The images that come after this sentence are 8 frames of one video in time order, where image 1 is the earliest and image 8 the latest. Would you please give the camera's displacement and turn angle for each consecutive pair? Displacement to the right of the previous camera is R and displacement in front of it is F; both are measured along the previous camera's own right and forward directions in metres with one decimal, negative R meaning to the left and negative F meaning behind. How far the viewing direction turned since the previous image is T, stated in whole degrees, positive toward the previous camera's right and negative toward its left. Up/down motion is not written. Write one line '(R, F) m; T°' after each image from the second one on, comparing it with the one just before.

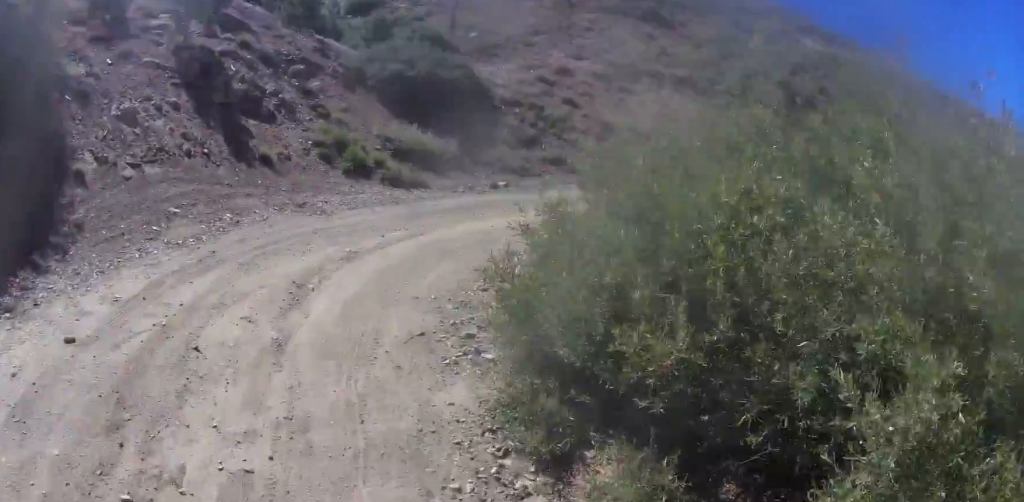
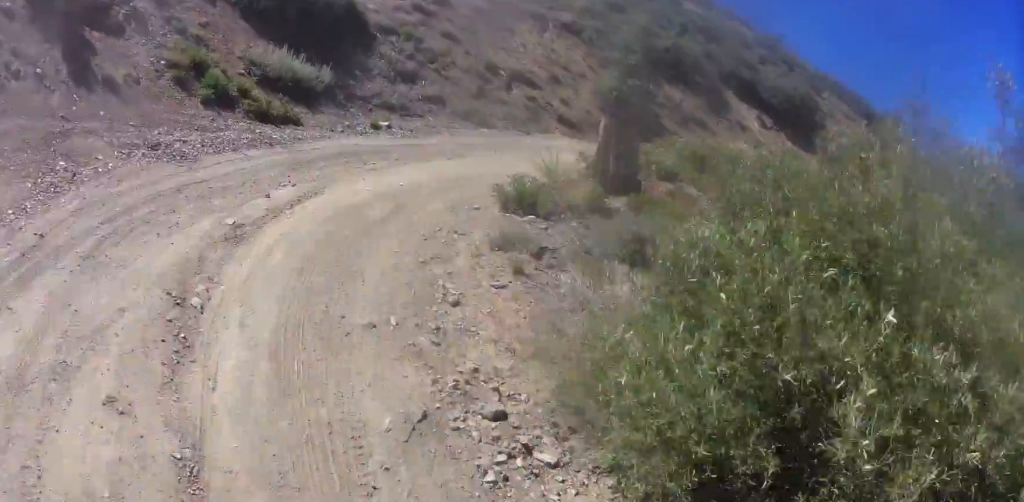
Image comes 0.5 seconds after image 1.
(-0.6, +2.1) m; +11°
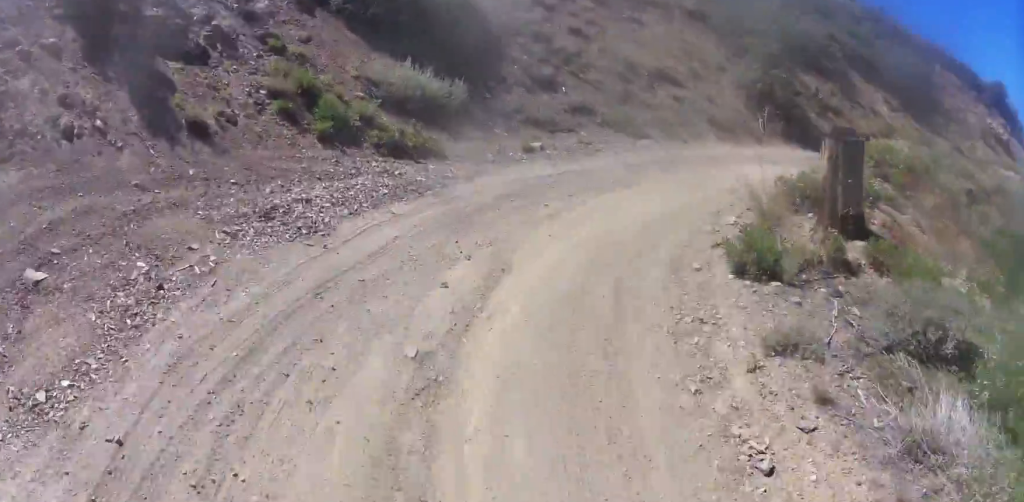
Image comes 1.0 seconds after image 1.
(+0.8, +2.1) m; +21°
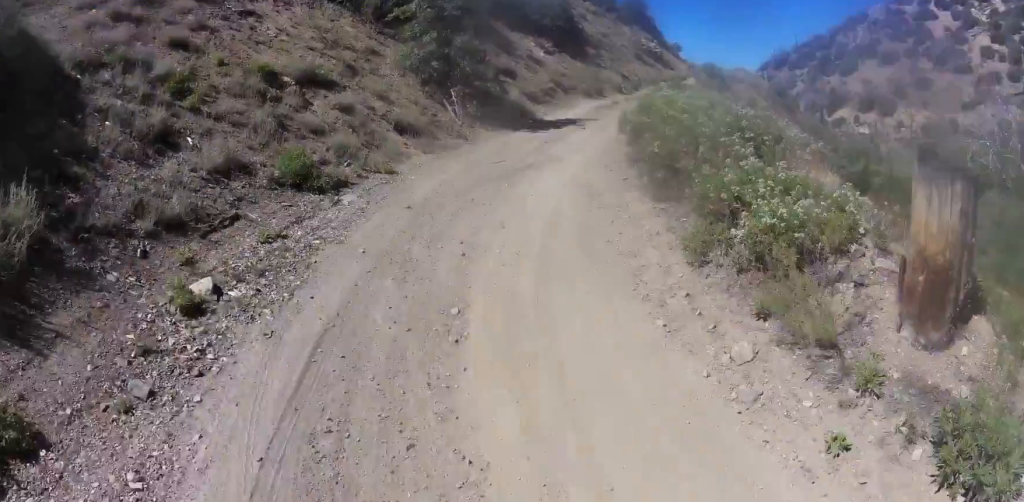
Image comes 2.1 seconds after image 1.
(+2.6, +4.8) m; +42°
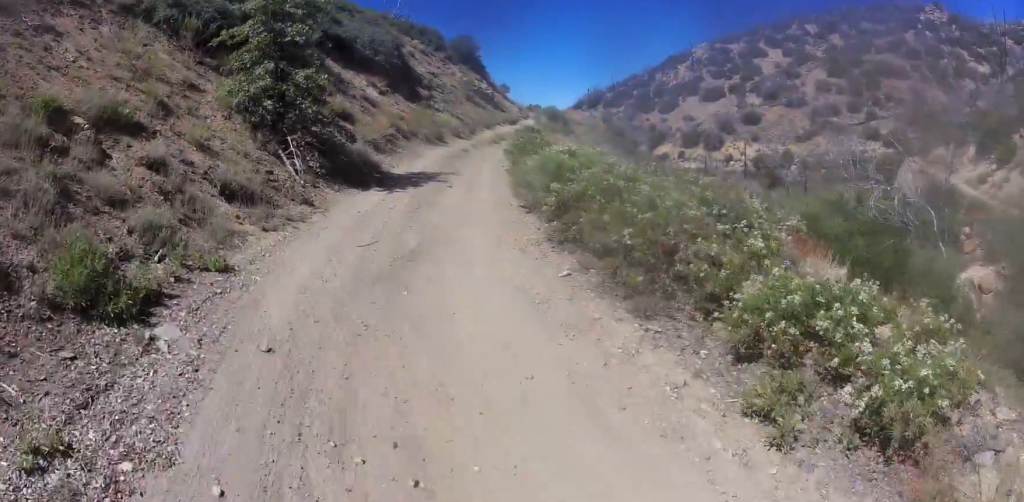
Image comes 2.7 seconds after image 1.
(+0.6, +3.5) m; +12°
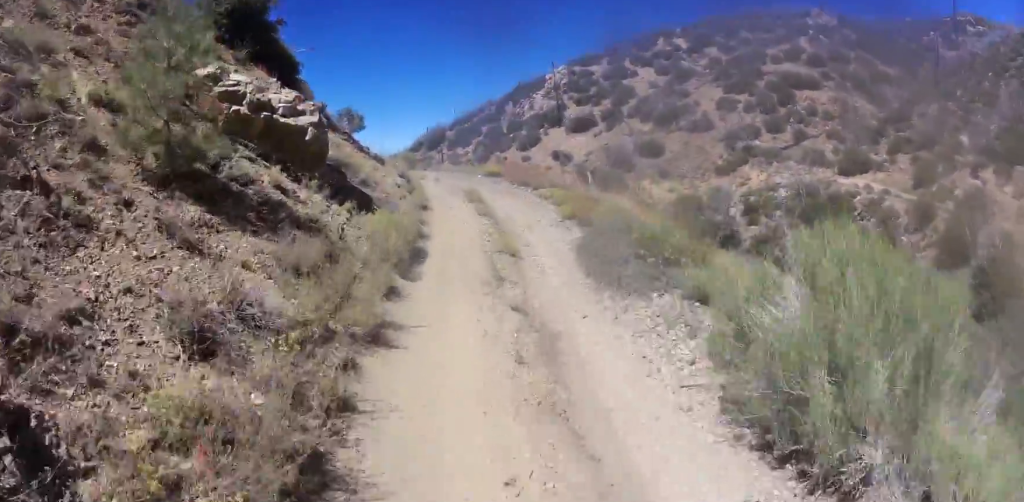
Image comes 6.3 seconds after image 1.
(+10.0, +26.6) m; +28°
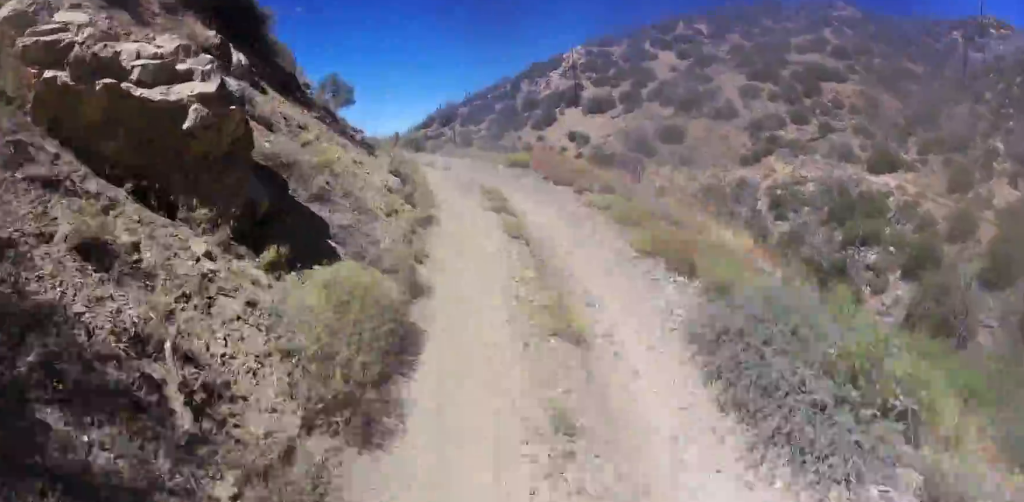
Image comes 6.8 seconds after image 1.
(0.0, +4.5) m; 0°
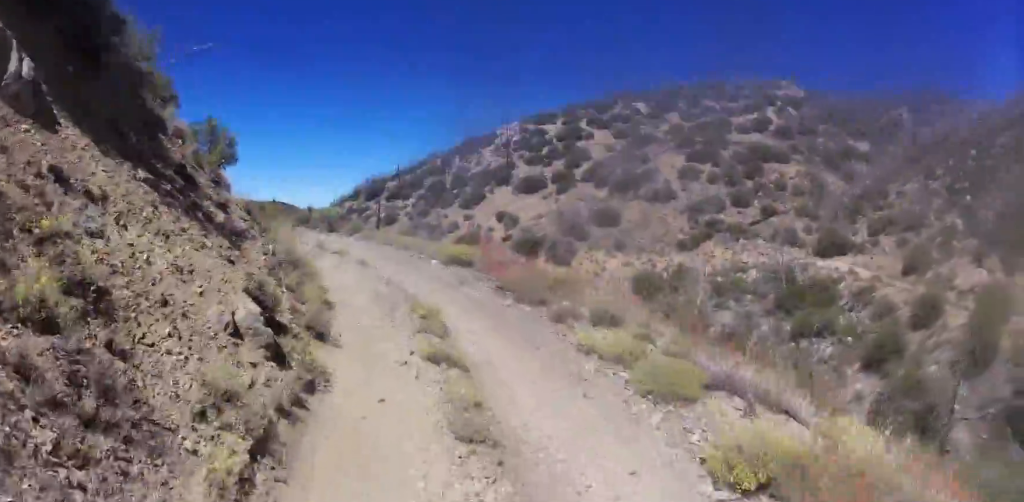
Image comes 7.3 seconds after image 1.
(+0.6, +4.8) m; 0°
